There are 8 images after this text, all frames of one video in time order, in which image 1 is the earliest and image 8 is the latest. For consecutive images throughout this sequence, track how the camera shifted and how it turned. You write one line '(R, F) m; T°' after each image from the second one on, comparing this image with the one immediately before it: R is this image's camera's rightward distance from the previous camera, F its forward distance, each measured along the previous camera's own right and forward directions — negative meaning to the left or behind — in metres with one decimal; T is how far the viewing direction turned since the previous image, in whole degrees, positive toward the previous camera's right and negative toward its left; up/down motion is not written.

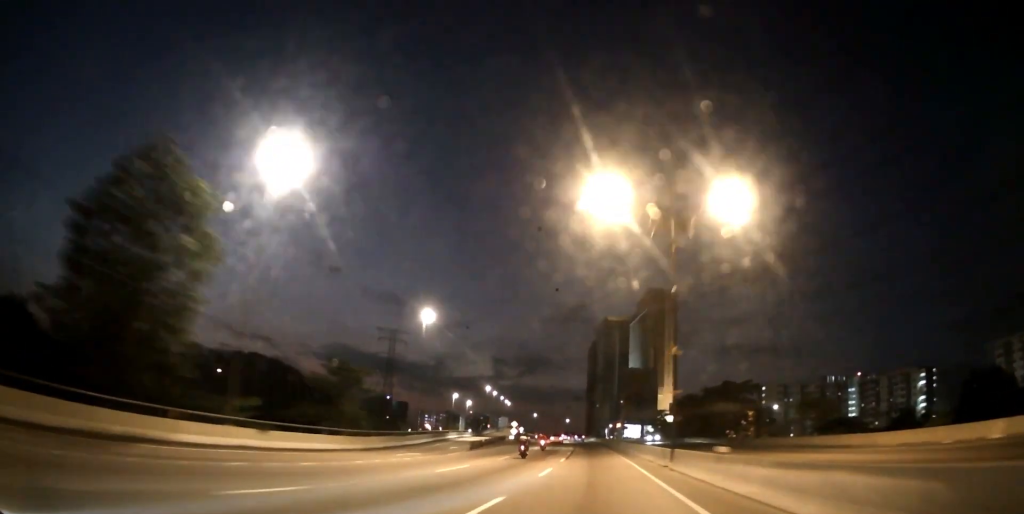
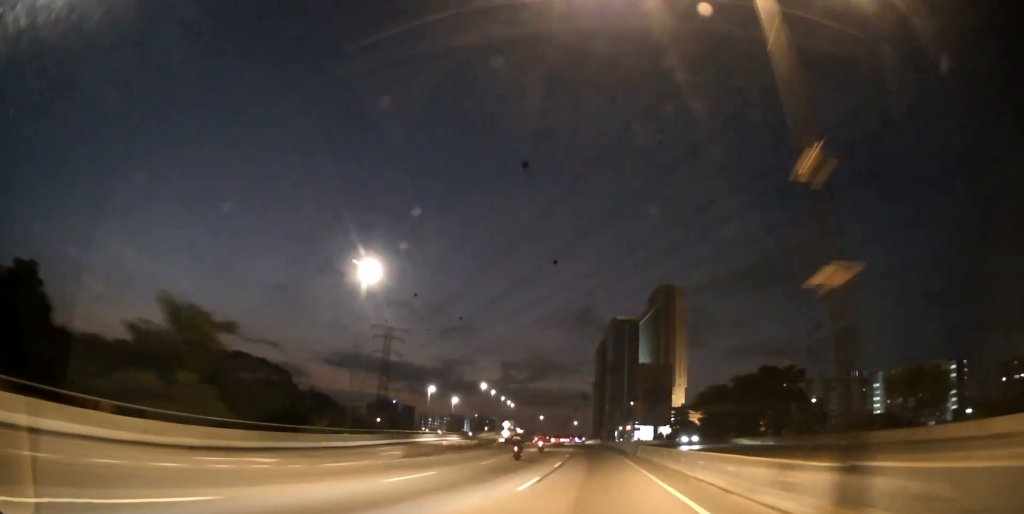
(-0.1, +16.4) m; -1°
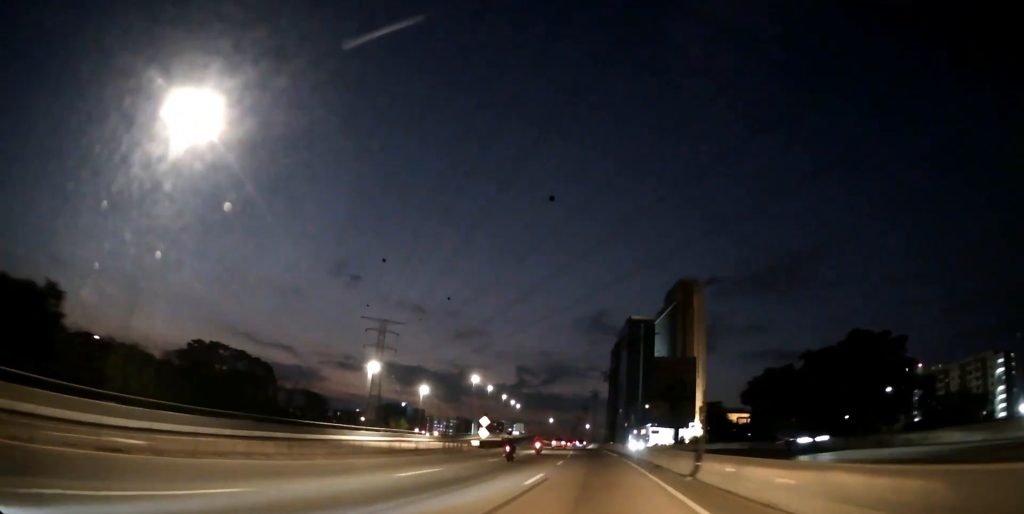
(-0.3, +23.7) m; -1°
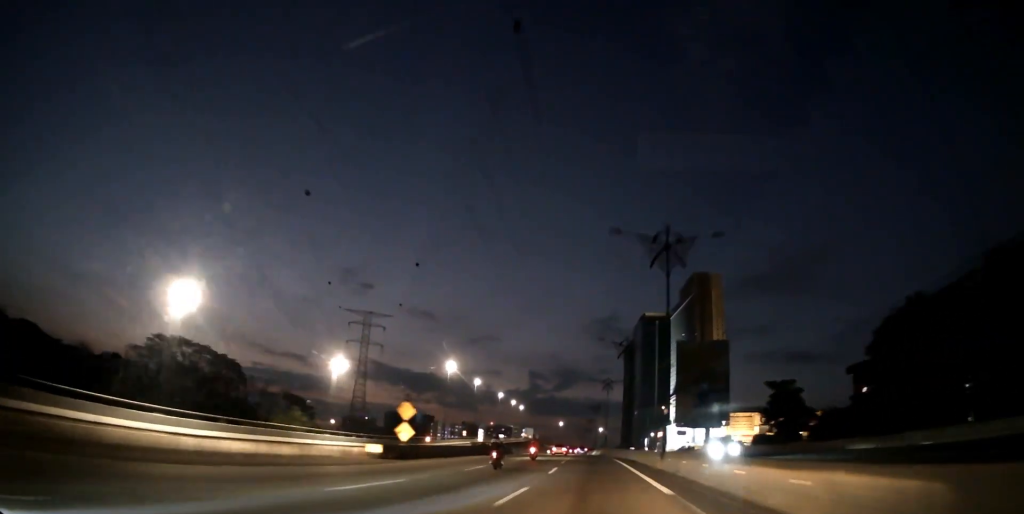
(-0.3, +27.8) m; -1°
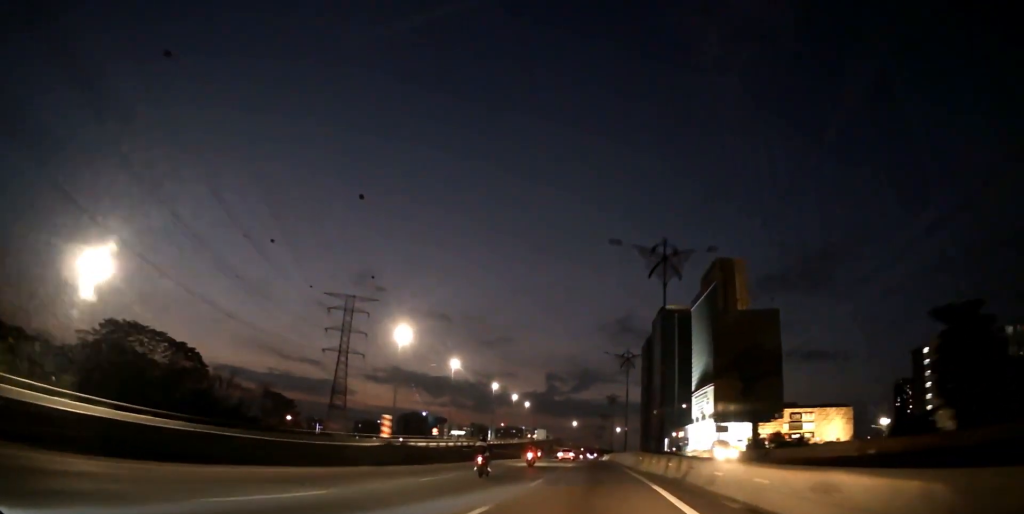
(-0.4, +30.0) m; -2°
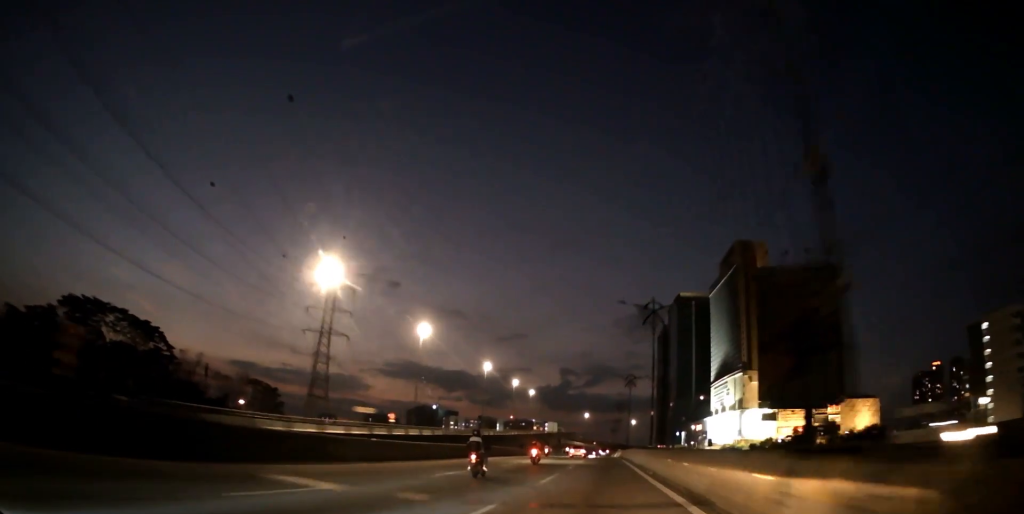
(-0.3, +21.8) m; -1°
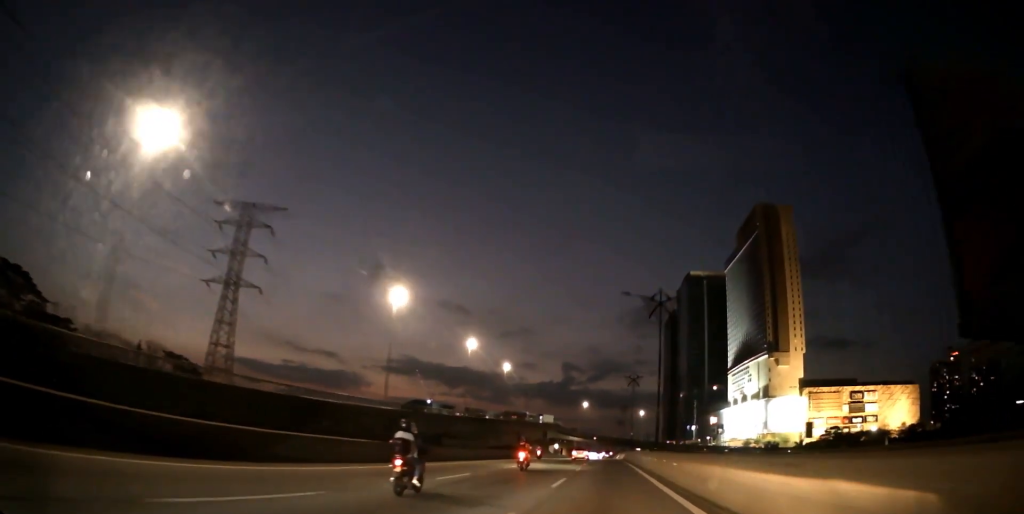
(-0.3, +48.0) m; 0°
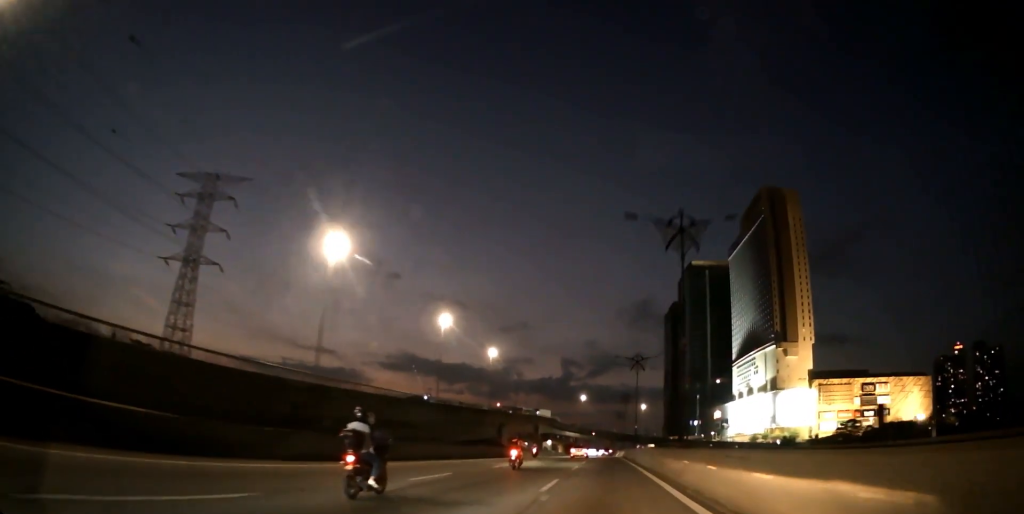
(0.0, +15.0) m; 0°
